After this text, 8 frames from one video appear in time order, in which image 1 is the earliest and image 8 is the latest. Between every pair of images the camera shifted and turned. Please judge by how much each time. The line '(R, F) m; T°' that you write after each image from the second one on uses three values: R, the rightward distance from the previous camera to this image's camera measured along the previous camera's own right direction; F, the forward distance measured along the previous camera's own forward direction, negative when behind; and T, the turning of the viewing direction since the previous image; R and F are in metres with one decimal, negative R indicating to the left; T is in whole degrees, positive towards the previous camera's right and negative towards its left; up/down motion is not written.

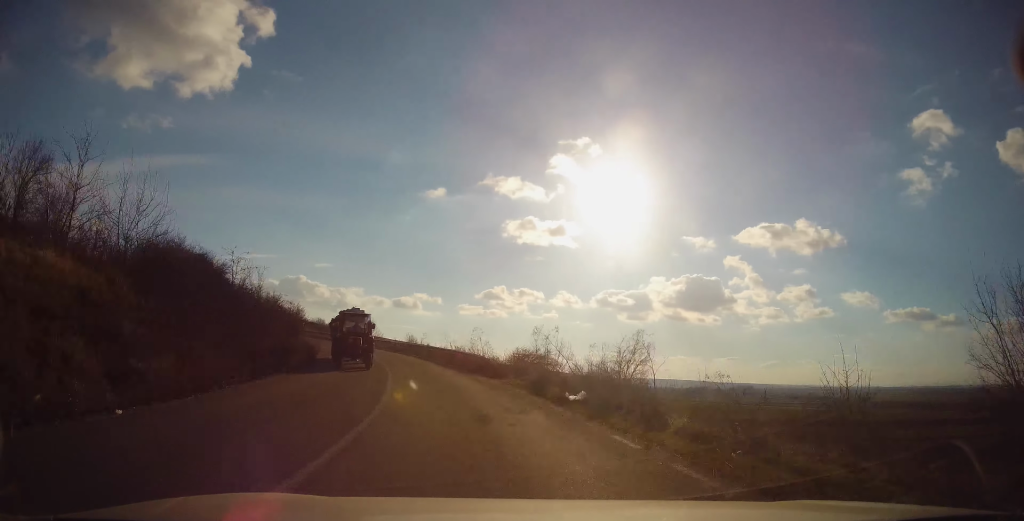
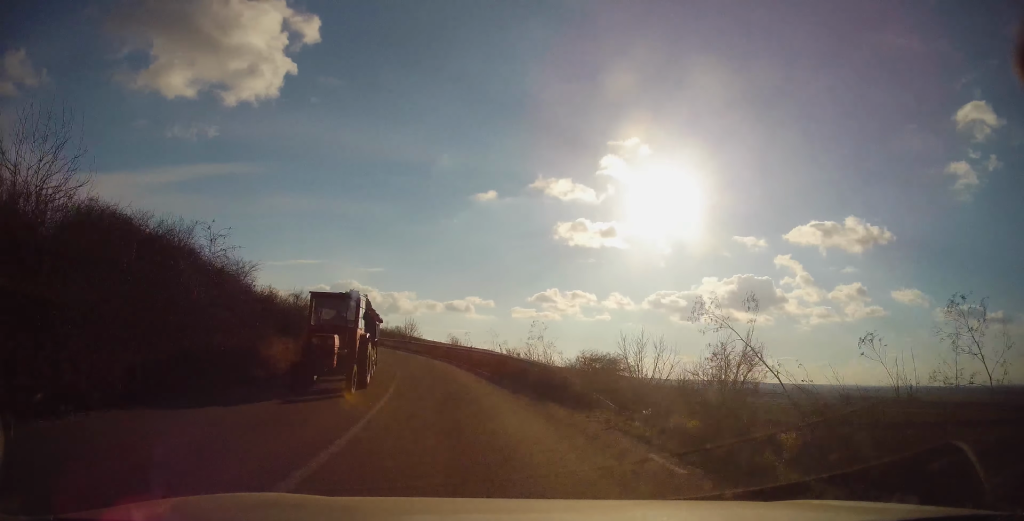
(-0.7, +9.2) m; -5°
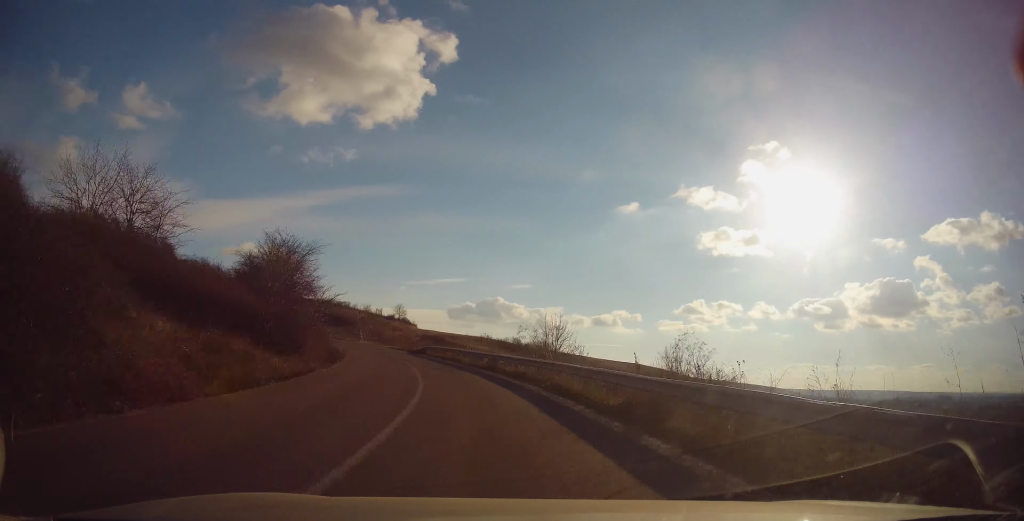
(-4.2, +31.4) m; -16°
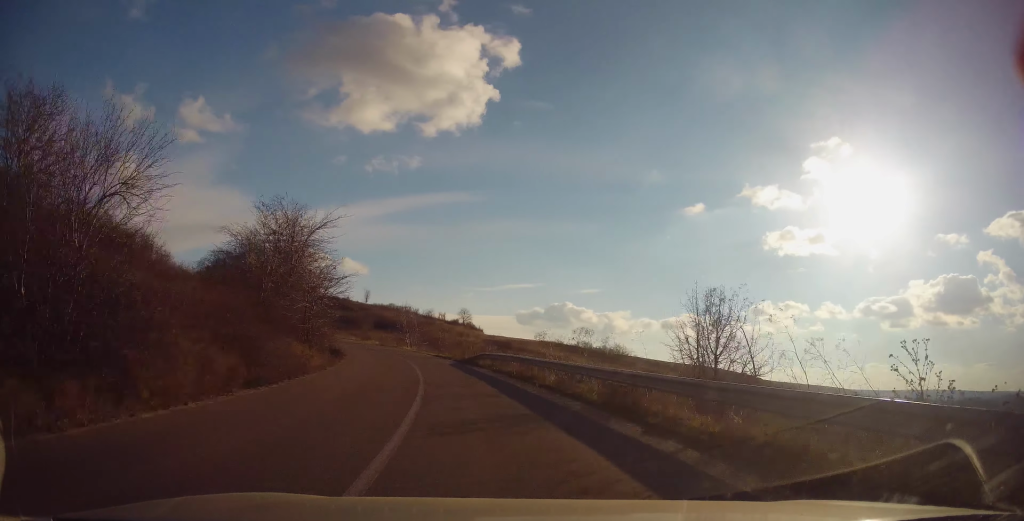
(-1.1, +16.3) m; -8°
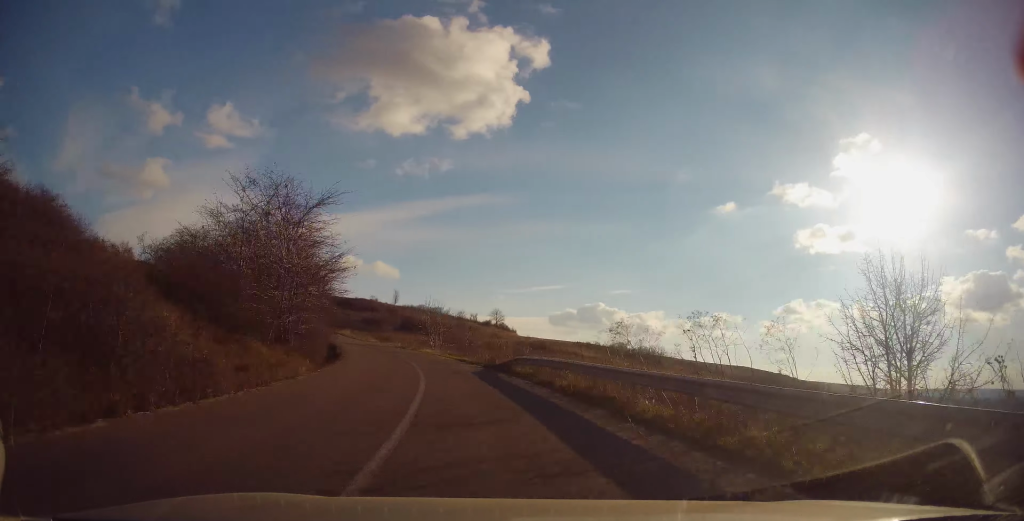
(-0.5, +8.1) m; -4°
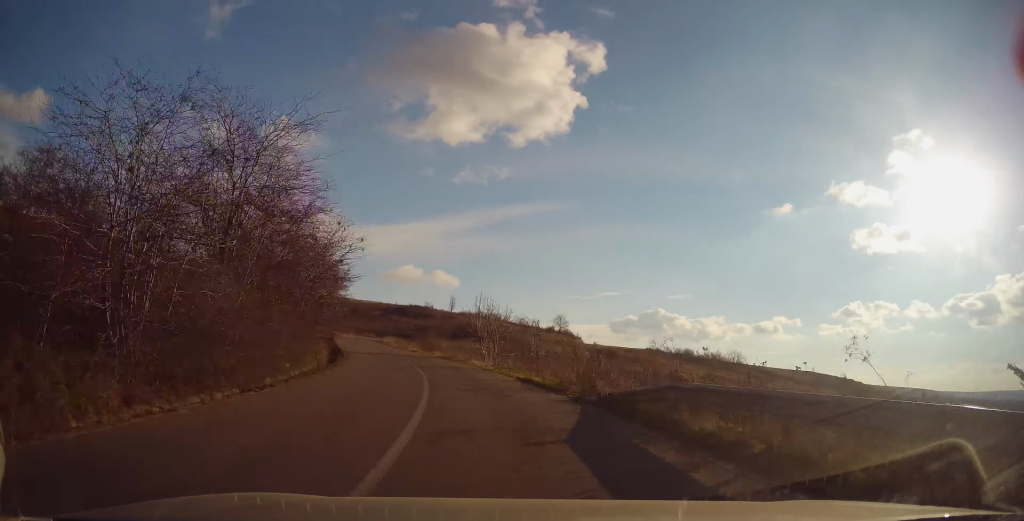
(-0.7, +14.3) m; -6°
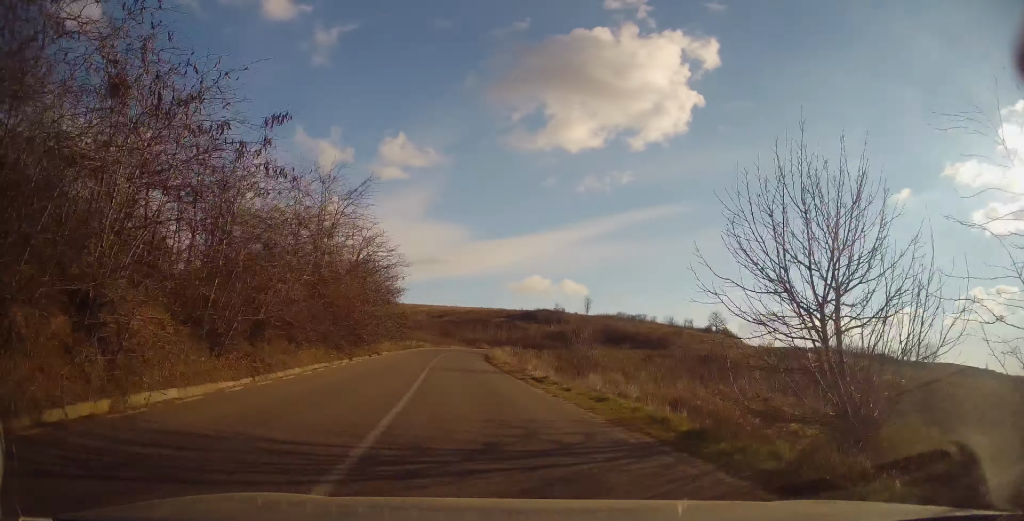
(-3.8, +35.7) m; -12°
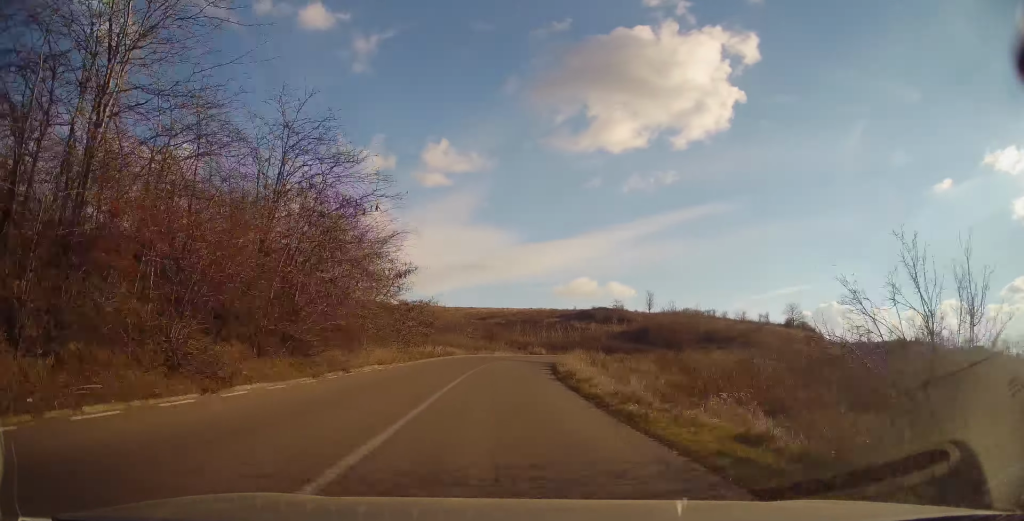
(-1.4, +20.4) m; -5°
